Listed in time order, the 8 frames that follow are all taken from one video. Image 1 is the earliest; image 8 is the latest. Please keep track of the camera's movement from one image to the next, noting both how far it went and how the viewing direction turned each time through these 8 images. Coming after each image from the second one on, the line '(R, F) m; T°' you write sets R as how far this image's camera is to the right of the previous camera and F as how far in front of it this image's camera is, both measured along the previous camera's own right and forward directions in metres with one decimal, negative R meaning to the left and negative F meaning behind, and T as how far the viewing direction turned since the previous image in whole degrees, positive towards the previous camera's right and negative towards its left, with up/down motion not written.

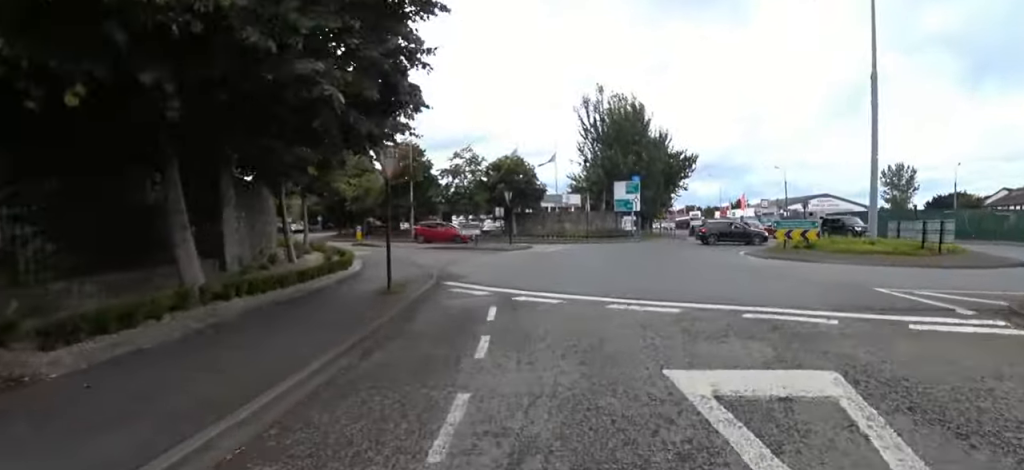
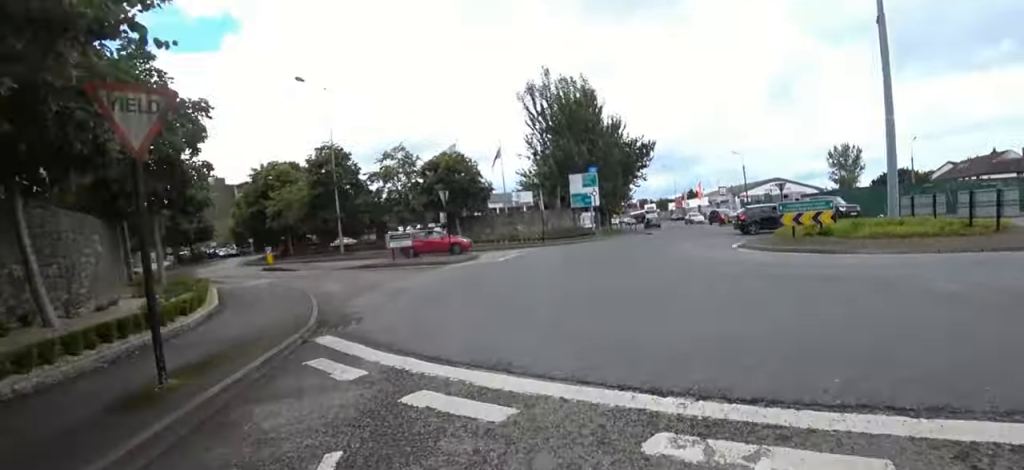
(+0.8, +4.5) m; -4°
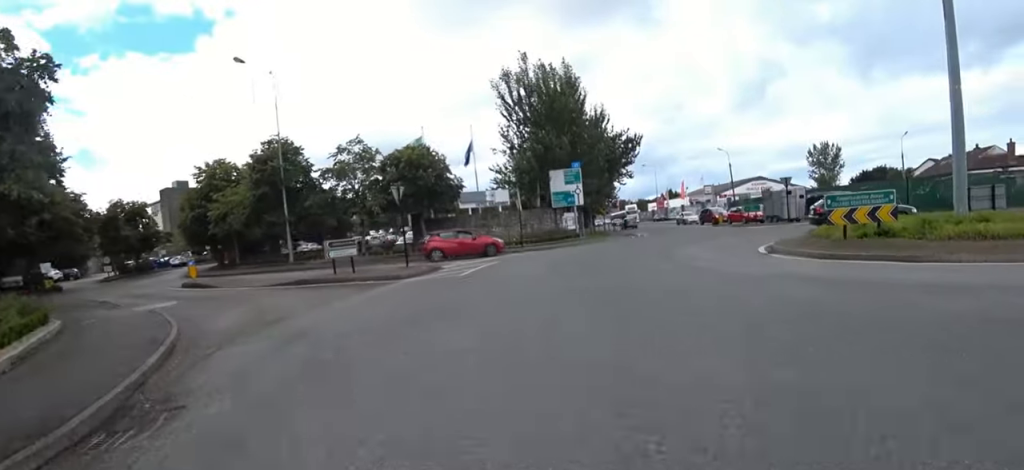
(-0.5, +3.7) m; -1°
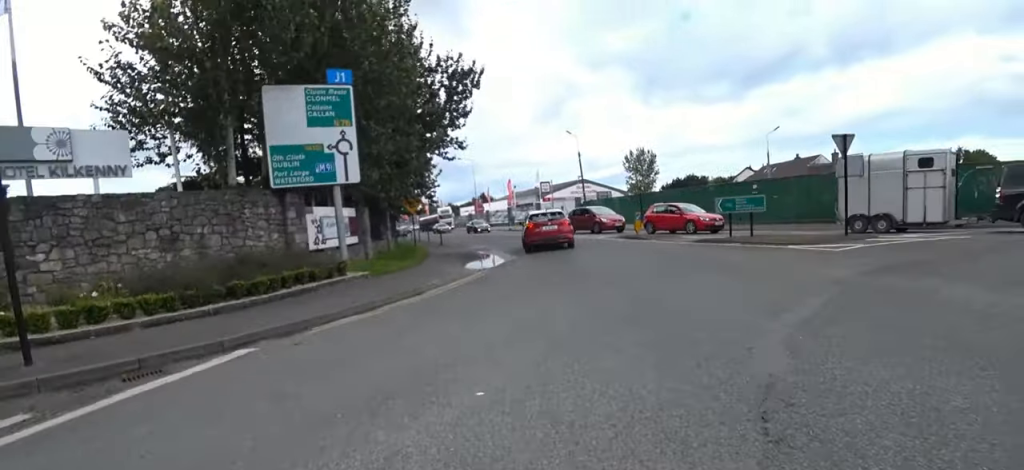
(+3.2, +19.0) m; +16°
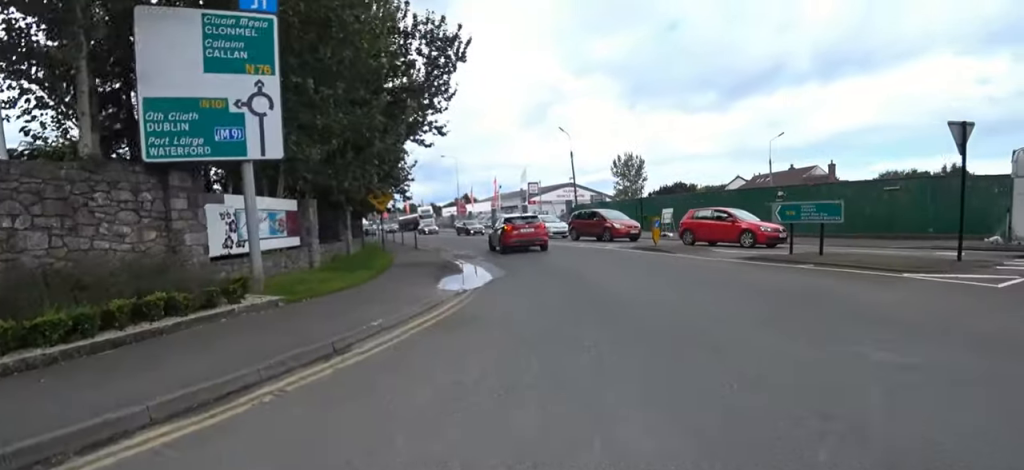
(0.0, +3.9) m; 0°
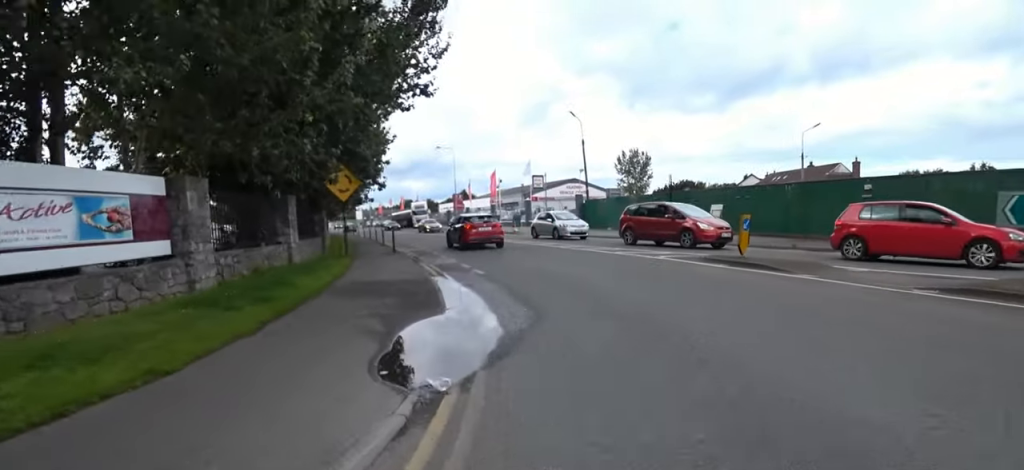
(0.0, +5.4) m; 0°
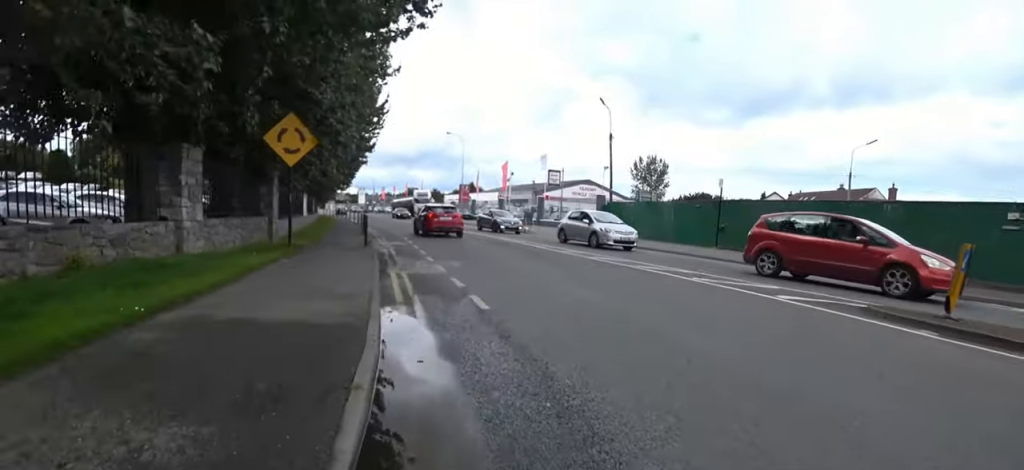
(0.0, +4.8) m; 0°
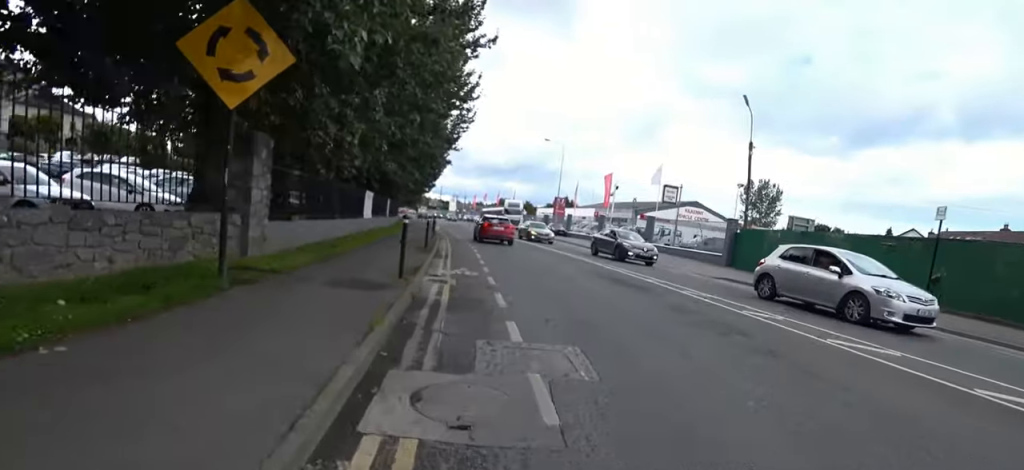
(0.0, +5.9) m; -2°
